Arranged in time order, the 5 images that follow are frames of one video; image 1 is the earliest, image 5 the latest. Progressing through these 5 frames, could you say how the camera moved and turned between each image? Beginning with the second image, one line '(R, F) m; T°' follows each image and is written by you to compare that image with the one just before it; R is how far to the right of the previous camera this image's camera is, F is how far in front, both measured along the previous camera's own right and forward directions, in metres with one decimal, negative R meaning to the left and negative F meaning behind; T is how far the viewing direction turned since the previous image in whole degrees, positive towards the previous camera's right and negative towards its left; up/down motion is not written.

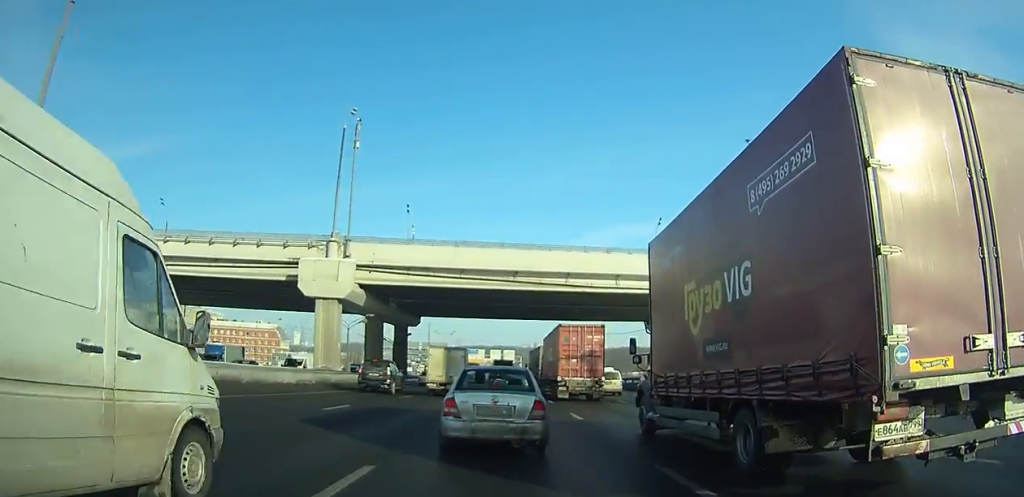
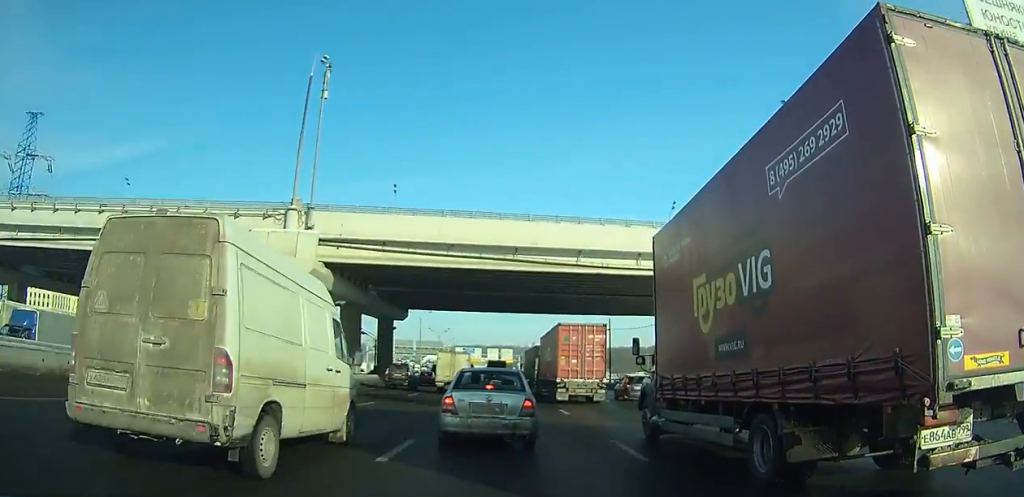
(0.0, +10.5) m; 0°
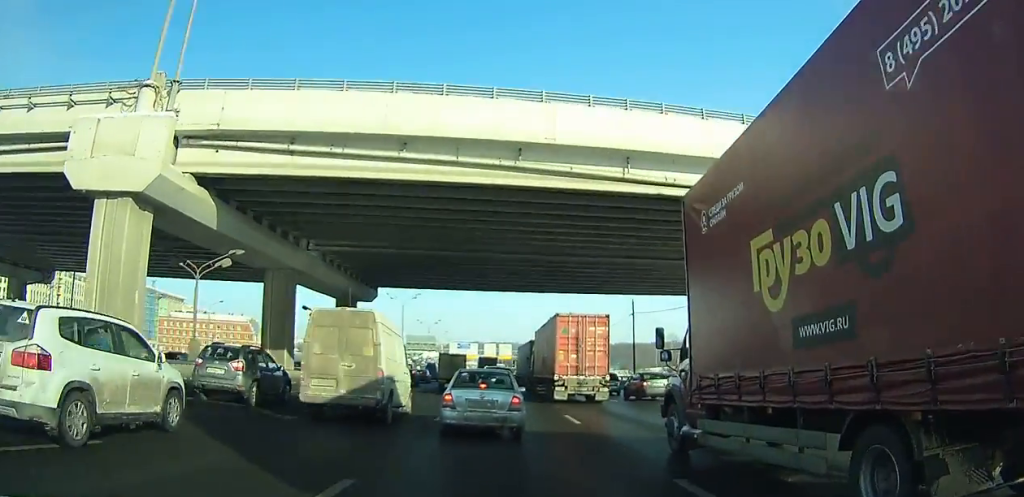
(0.0, +17.9) m; 0°
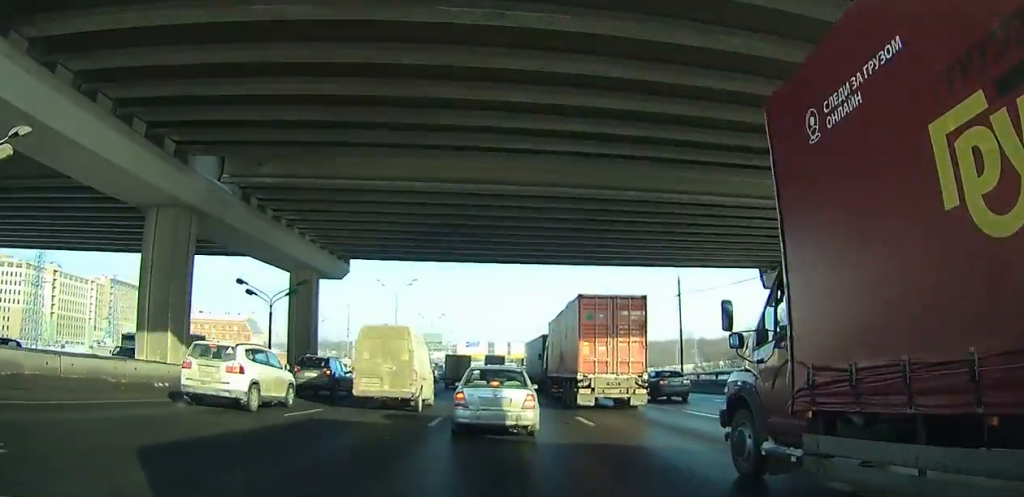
(0.0, +12.3) m; 0°
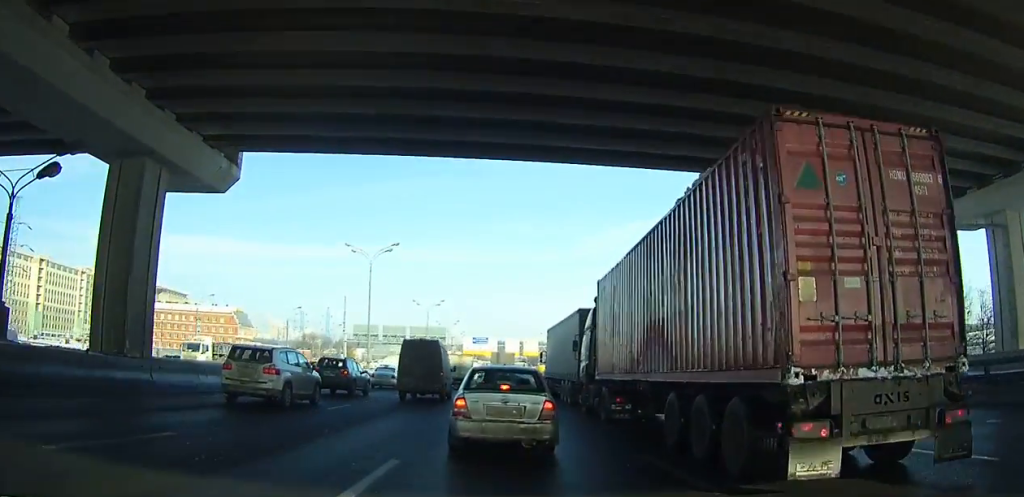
(0.0, +17.5) m; 0°
